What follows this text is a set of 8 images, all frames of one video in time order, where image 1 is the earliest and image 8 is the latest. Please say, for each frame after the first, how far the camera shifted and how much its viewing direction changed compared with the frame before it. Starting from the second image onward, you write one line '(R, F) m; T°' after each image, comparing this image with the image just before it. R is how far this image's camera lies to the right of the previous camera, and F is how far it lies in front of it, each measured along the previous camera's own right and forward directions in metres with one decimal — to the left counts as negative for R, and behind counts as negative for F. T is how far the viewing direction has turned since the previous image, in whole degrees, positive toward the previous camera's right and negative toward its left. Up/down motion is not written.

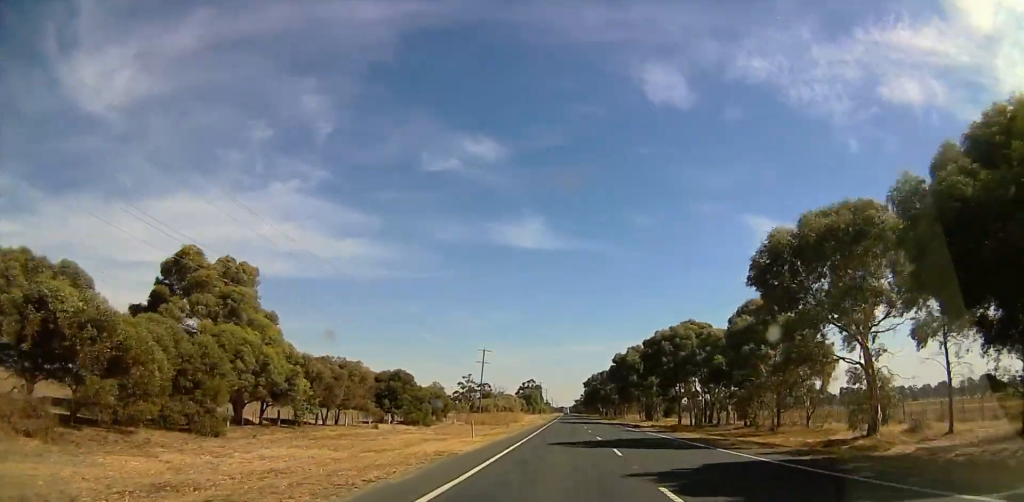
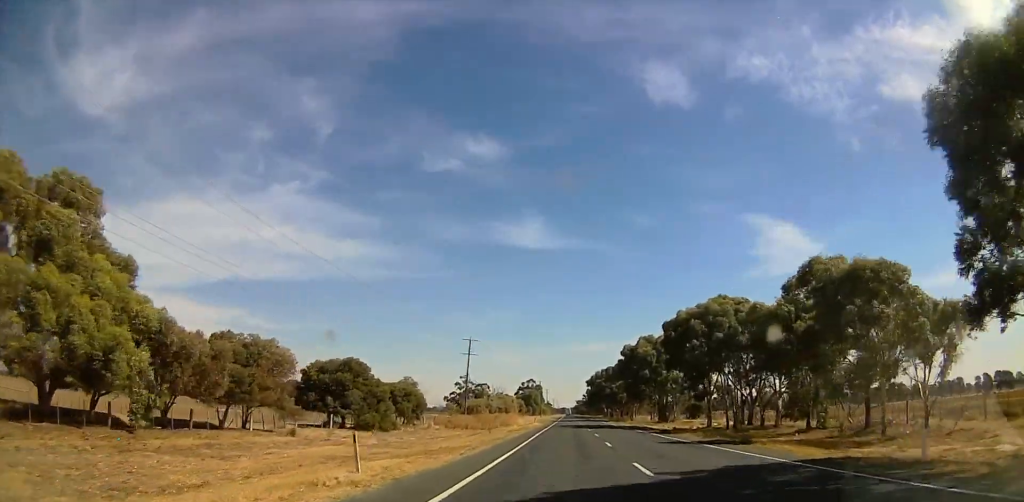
(+0.1, +17.4) m; 0°
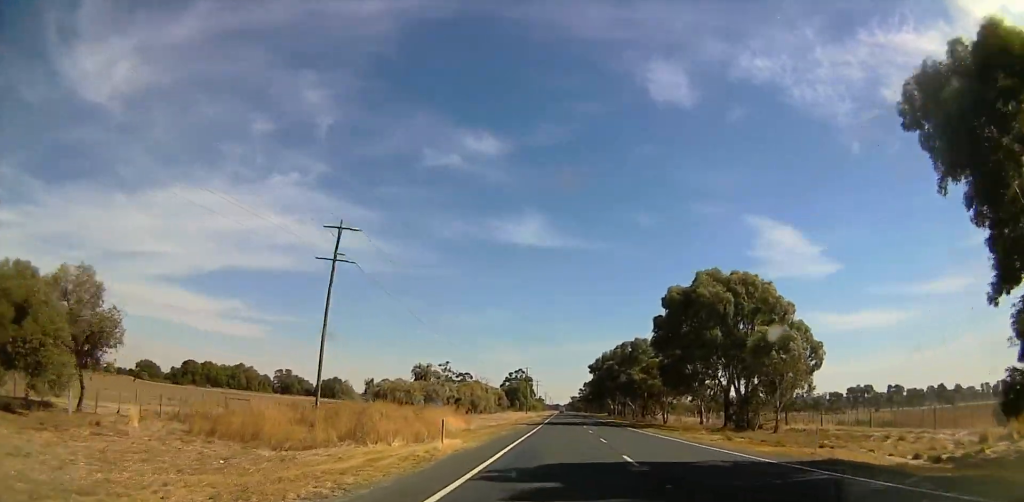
(-0.3, +52.6) m; 0°
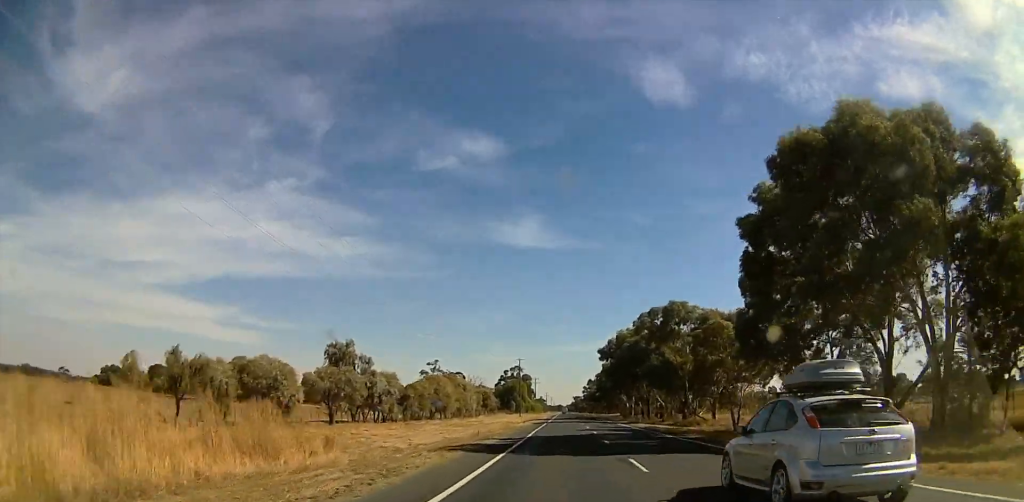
(0.0, +33.5) m; 0°
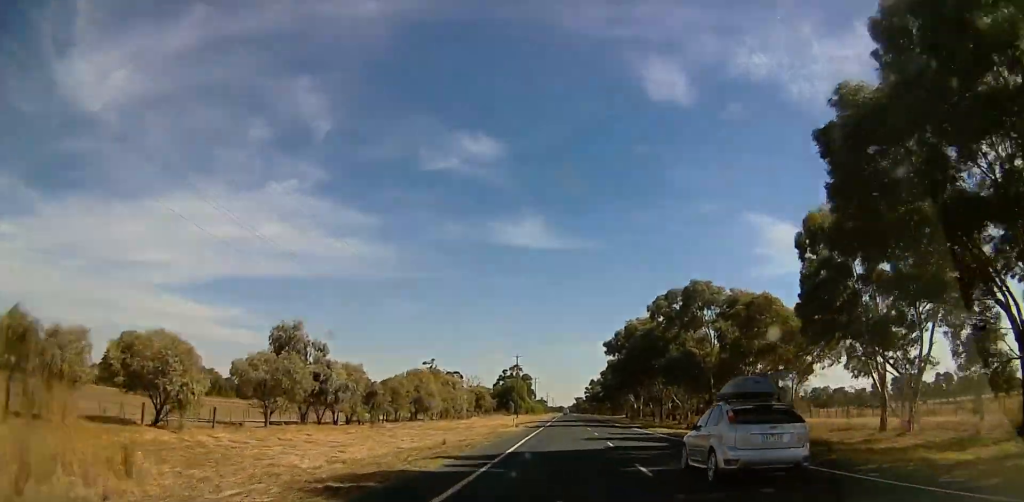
(0.0, +11.6) m; 0°
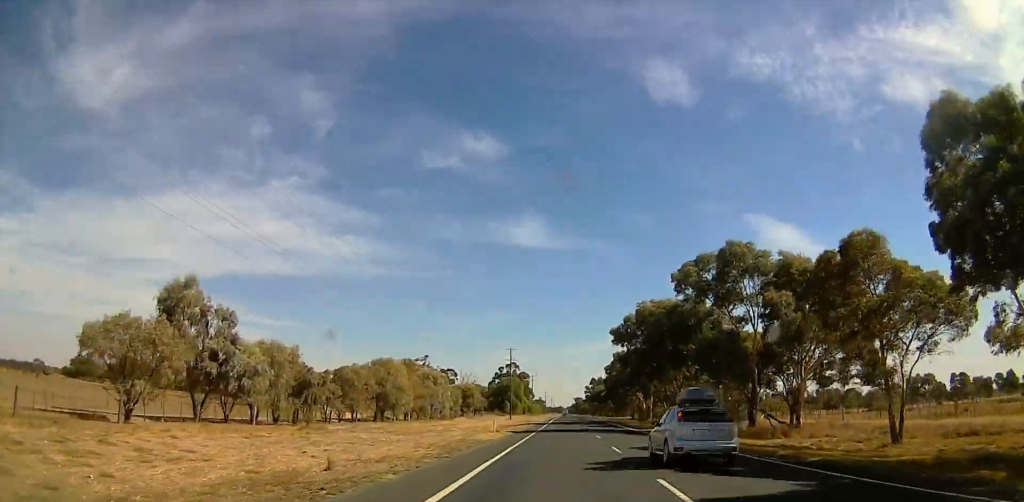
(0.0, +14.1) m; 0°
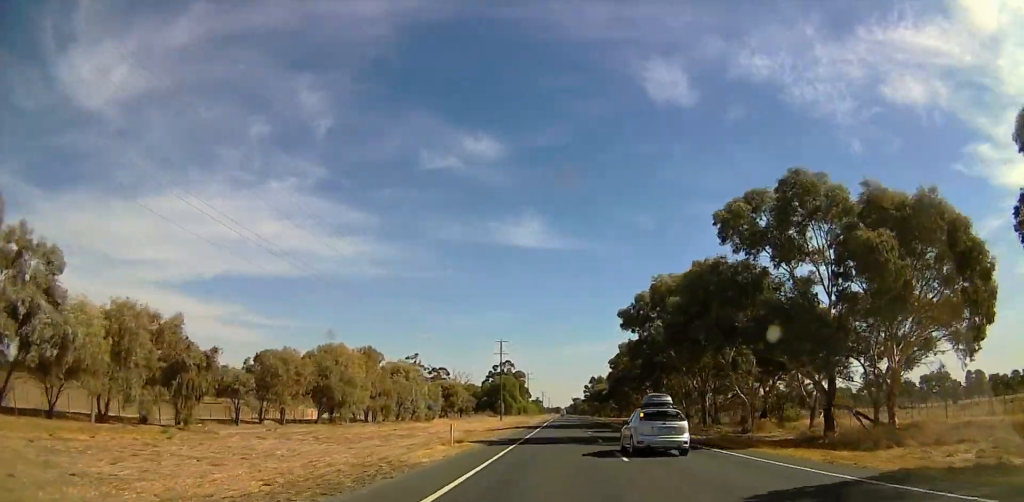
(0.0, +14.4) m; 0°
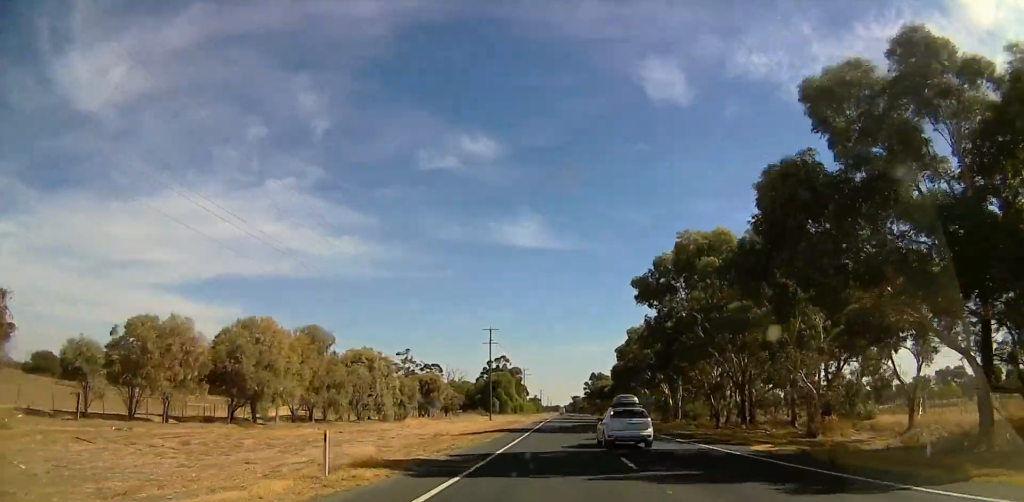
(0.0, +13.6) m; 0°
